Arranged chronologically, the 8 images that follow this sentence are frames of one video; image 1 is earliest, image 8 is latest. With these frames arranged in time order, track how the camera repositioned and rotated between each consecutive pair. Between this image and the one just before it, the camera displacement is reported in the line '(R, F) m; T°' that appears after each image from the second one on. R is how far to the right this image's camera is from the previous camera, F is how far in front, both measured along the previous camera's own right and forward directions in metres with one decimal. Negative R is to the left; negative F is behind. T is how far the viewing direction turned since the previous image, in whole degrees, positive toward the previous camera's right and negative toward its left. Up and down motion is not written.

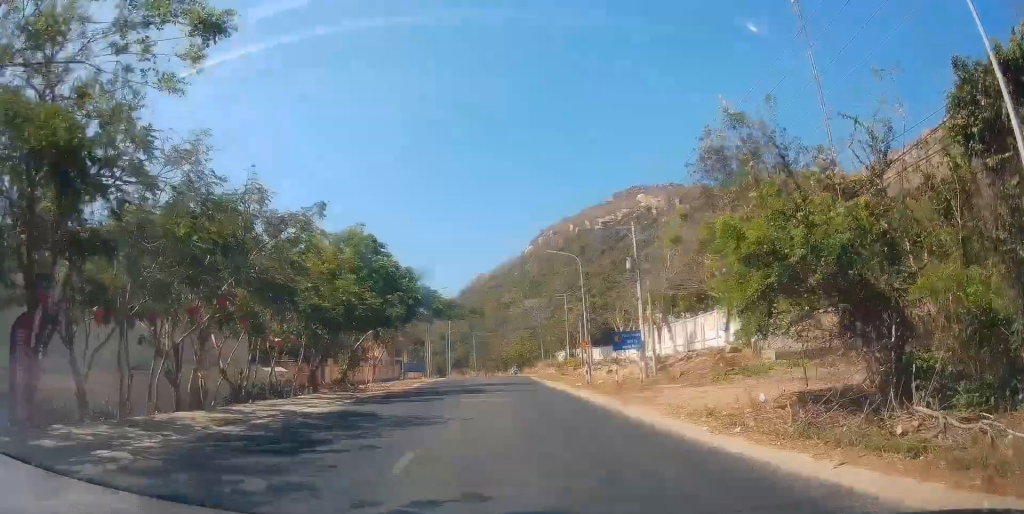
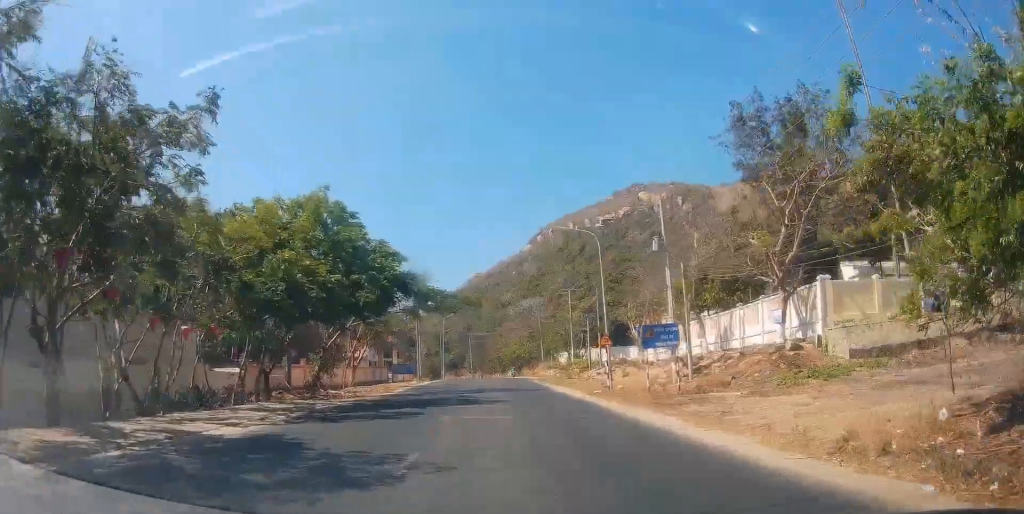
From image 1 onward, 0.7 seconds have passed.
(+0.2, +7.6) m; -1°
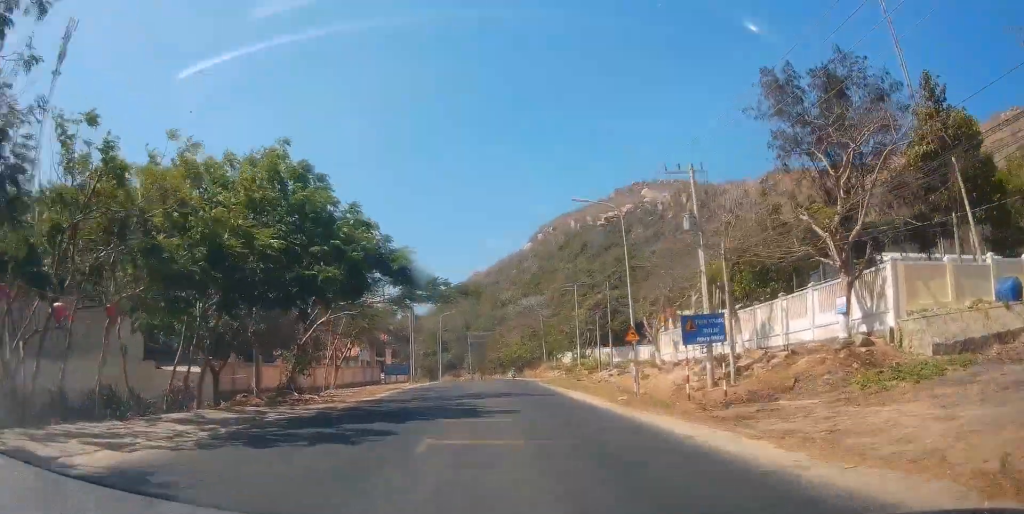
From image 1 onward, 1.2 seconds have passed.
(0.0, +5.7) m; -1°
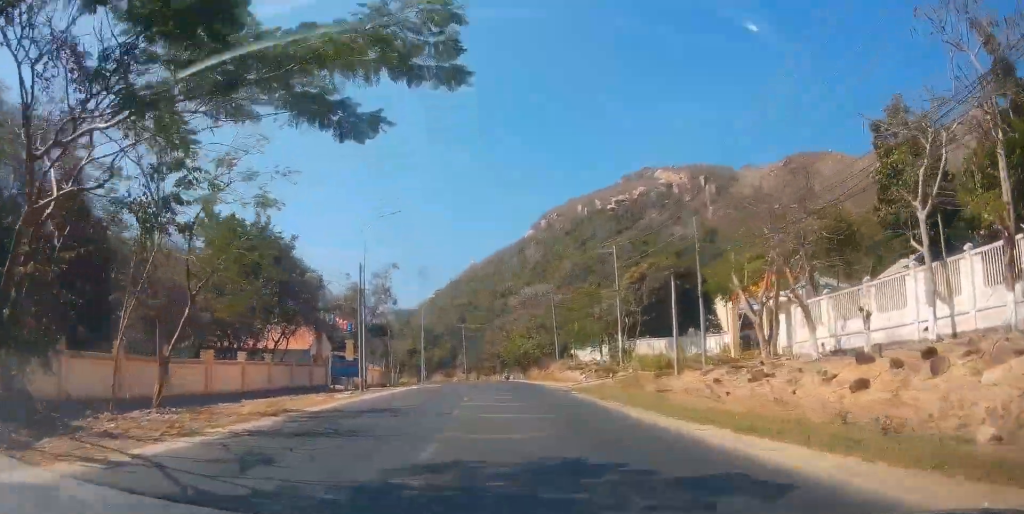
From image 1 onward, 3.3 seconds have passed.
(-0.5, +23.9) m; 0°
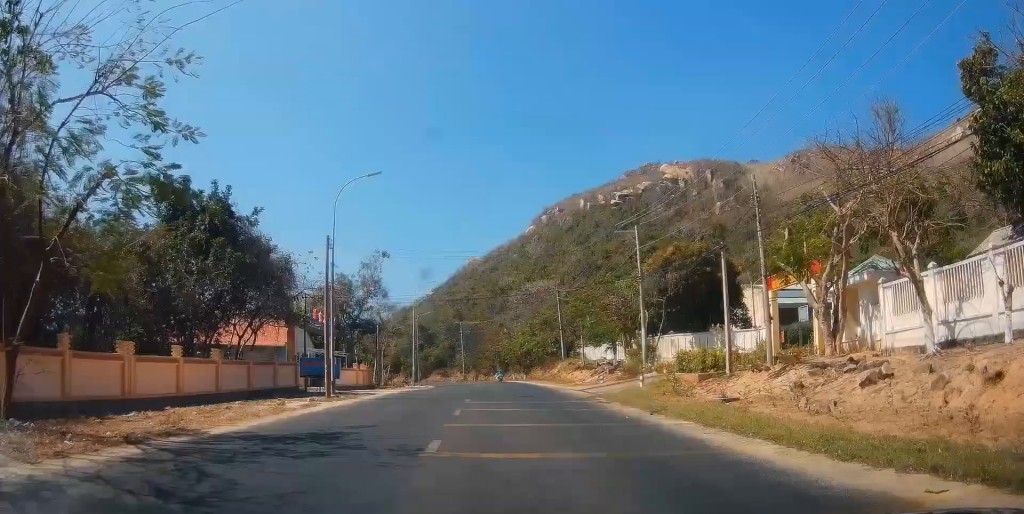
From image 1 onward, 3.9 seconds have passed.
(+0.4, +7.7) m; -1°
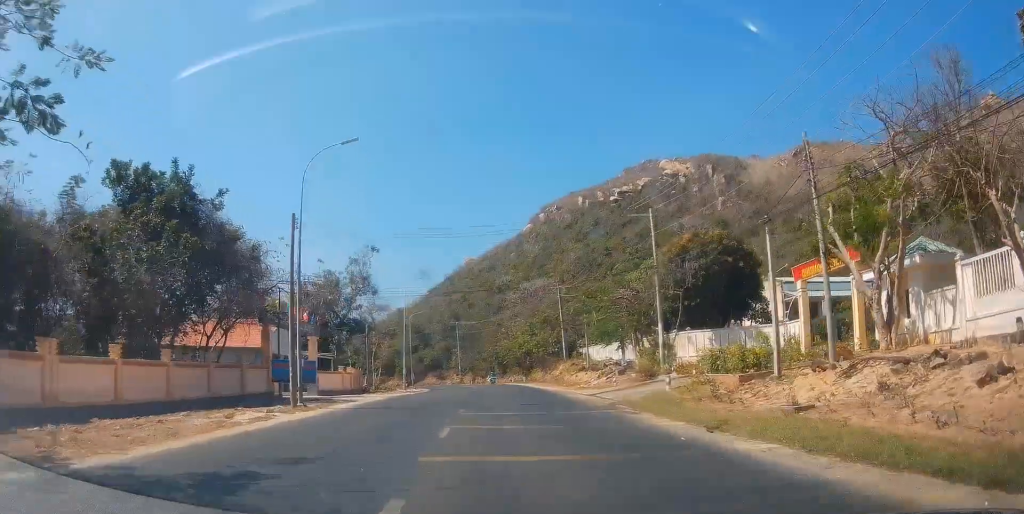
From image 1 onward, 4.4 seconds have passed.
(-0.3, +5.1) m; 0°
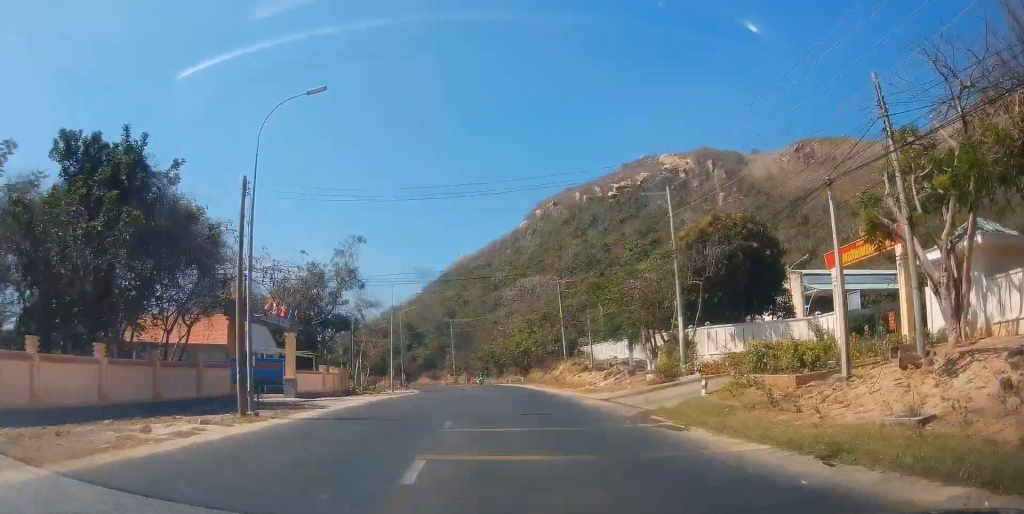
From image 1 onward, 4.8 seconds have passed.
(-0.3, +5.1) m; 0°
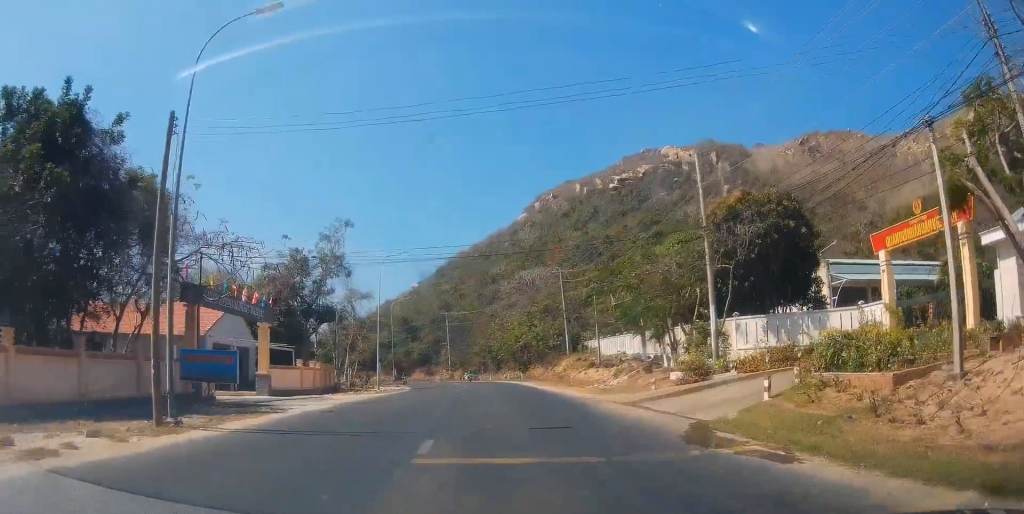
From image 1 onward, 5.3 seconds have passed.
(+0.1, +5.5) m; +1°
